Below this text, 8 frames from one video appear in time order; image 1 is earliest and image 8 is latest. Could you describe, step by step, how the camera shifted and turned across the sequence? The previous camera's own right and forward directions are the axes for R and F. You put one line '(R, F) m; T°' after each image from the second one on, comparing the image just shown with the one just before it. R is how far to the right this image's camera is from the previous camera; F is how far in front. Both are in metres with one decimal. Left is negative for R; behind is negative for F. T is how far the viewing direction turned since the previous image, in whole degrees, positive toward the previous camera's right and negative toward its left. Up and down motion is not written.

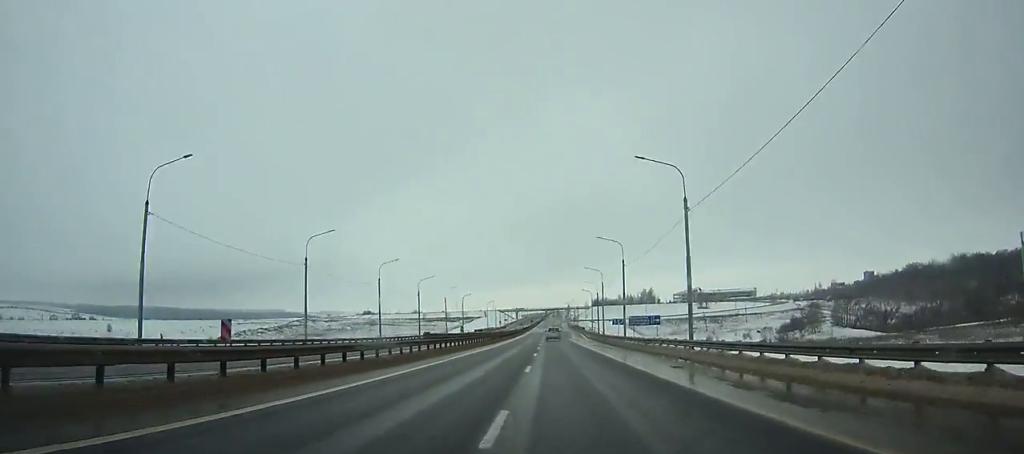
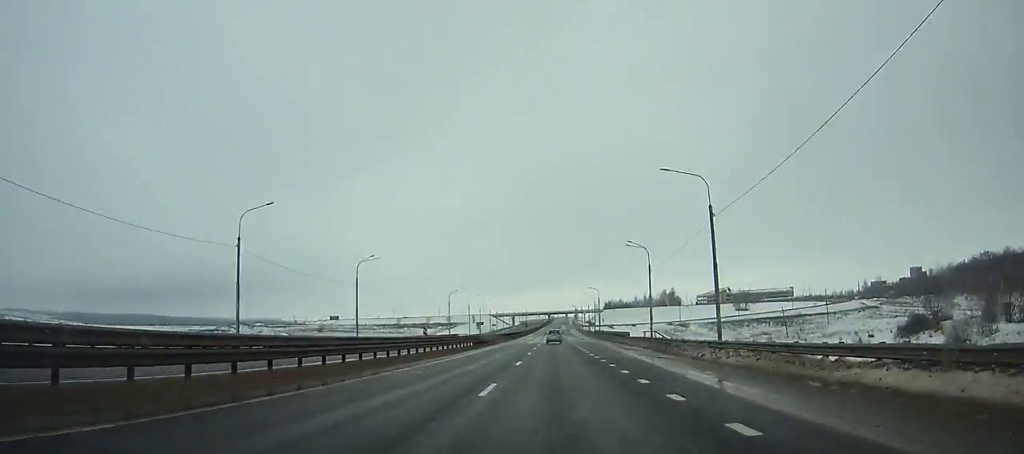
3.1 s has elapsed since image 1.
(-0.4, +88.5) m; 0°
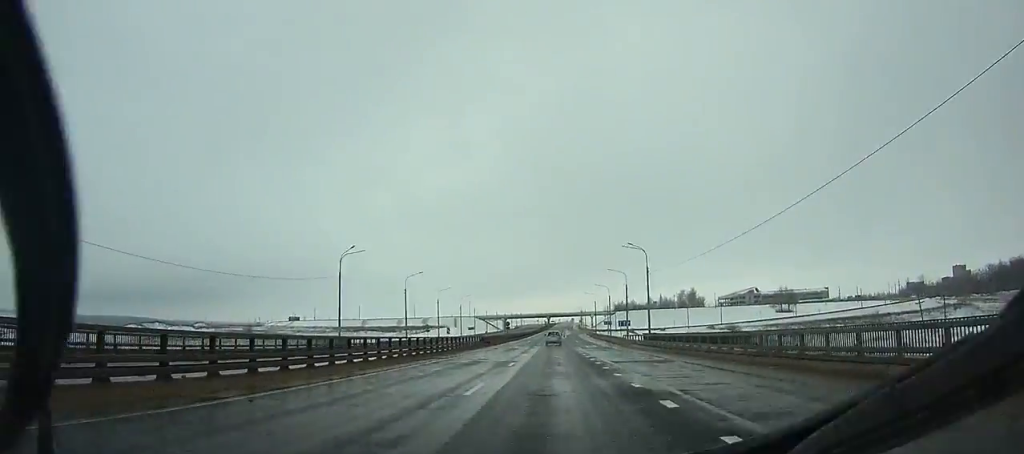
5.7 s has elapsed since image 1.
(-0.1, +72.4) m; 0°
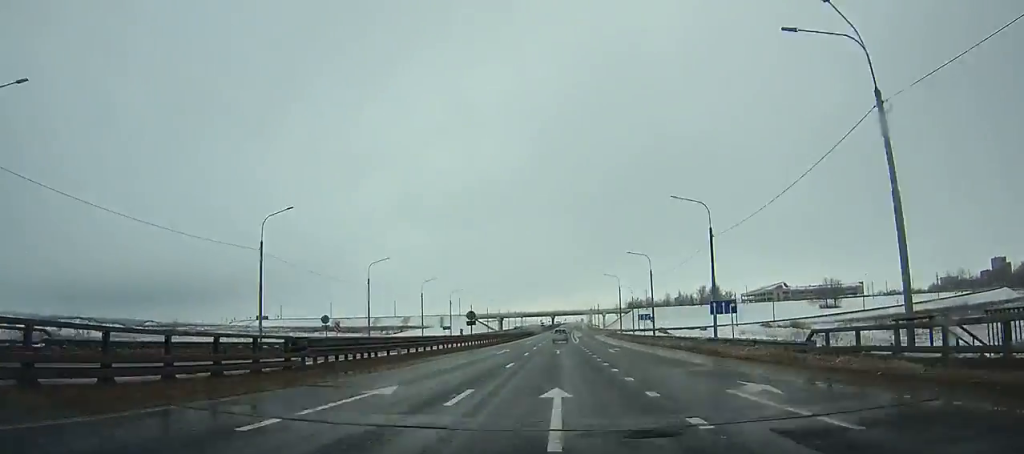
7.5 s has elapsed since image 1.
(0.0, +49.3) m; 0°
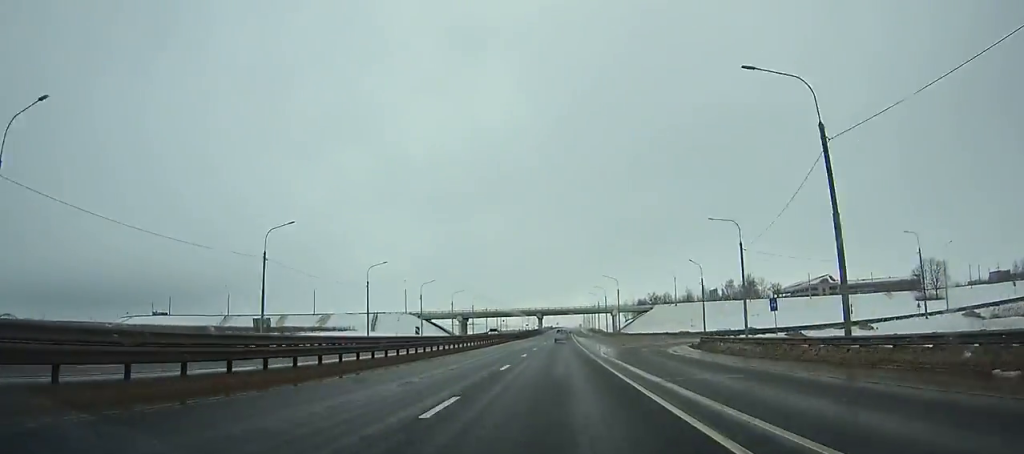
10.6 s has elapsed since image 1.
(+0.4, +83.6) m; +1°
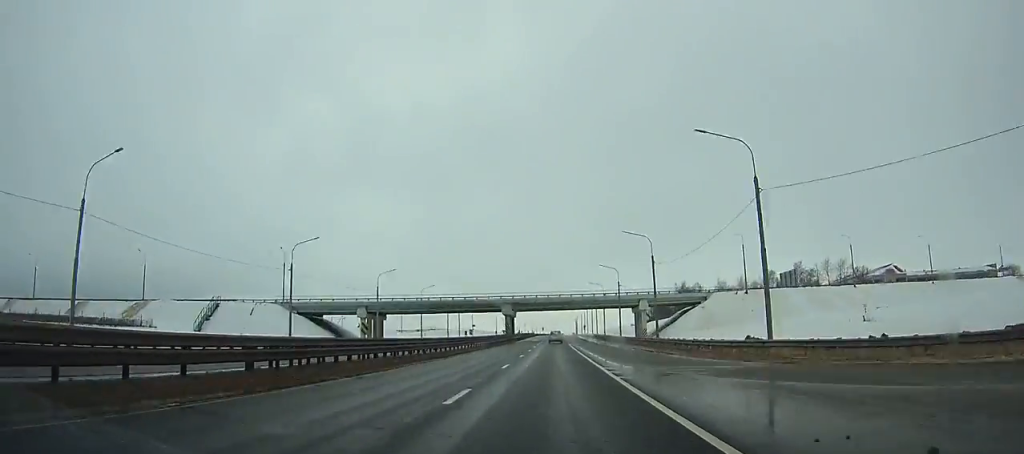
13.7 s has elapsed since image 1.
(+0.7, +82.2) m; +1°
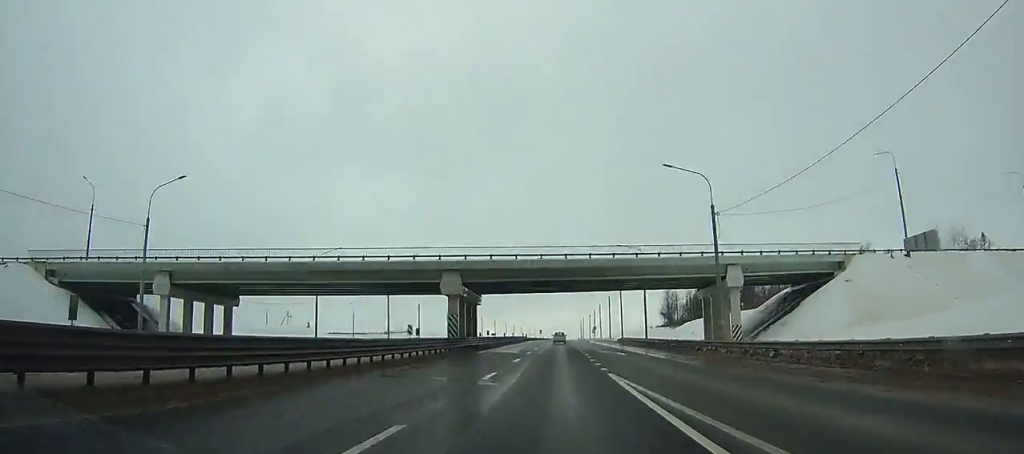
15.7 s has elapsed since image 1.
(+0.3, +52.5) m; 0°
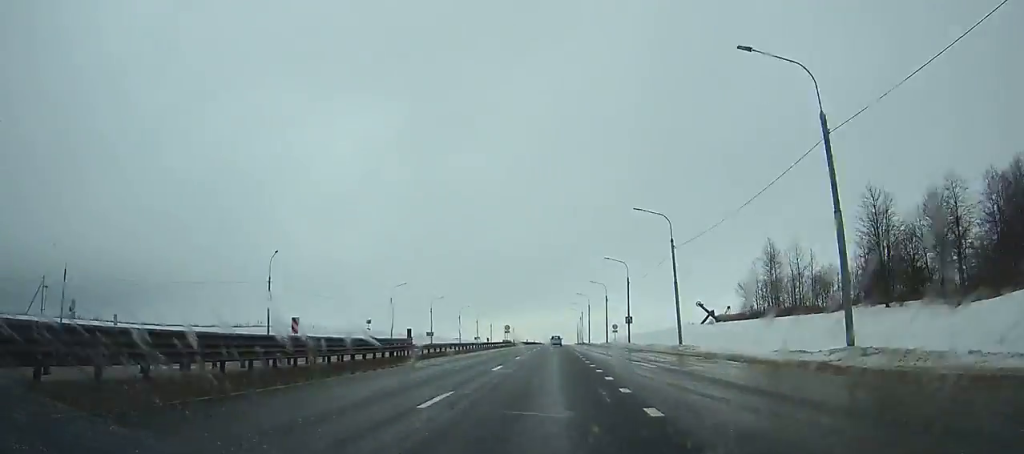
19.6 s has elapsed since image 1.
(+0.5, +101.7) m; +1°
